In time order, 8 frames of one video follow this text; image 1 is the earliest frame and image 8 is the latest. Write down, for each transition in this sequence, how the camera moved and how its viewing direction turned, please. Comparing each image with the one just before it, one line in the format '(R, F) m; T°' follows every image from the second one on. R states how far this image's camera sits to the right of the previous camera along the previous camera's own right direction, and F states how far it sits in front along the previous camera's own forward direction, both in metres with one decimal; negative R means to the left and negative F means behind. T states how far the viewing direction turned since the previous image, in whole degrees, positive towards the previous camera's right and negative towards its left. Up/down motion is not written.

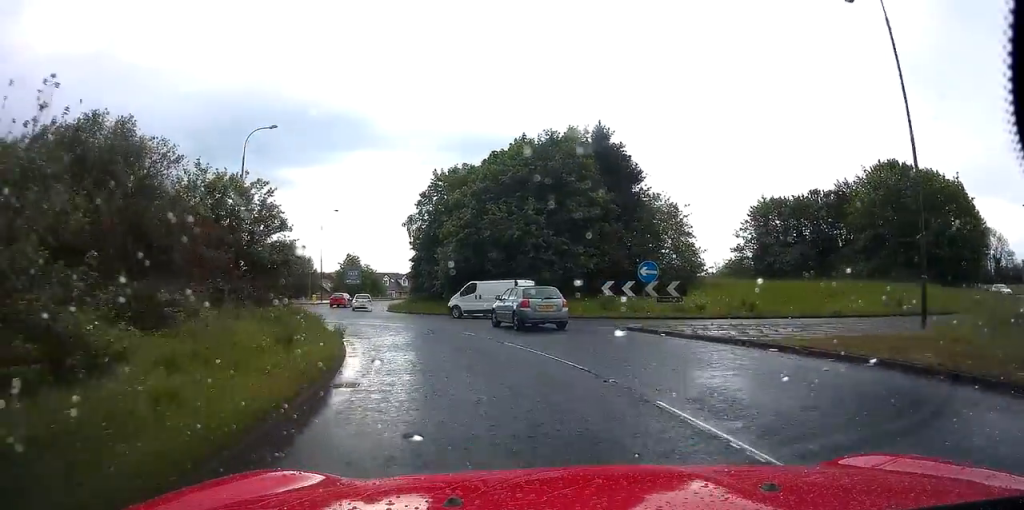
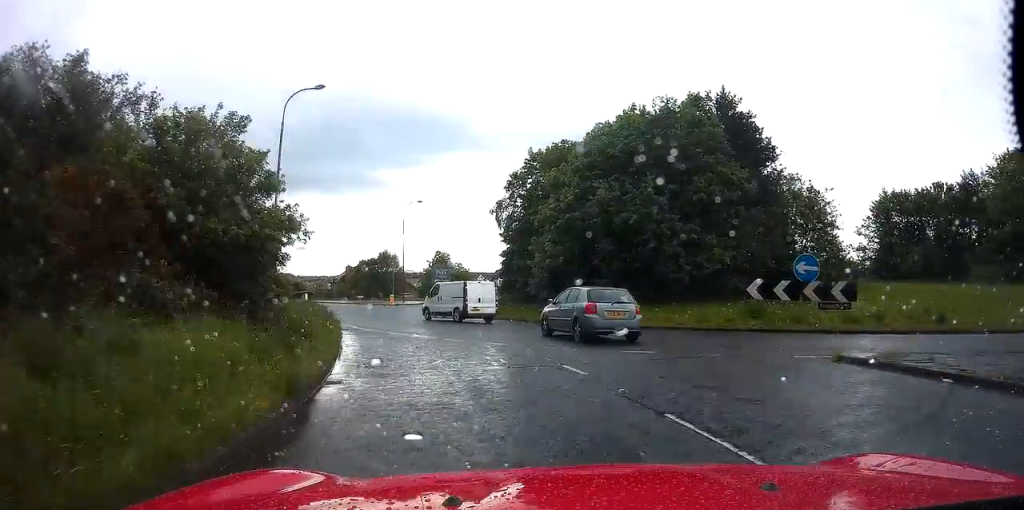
(-1.4, +7.9) m; -15°
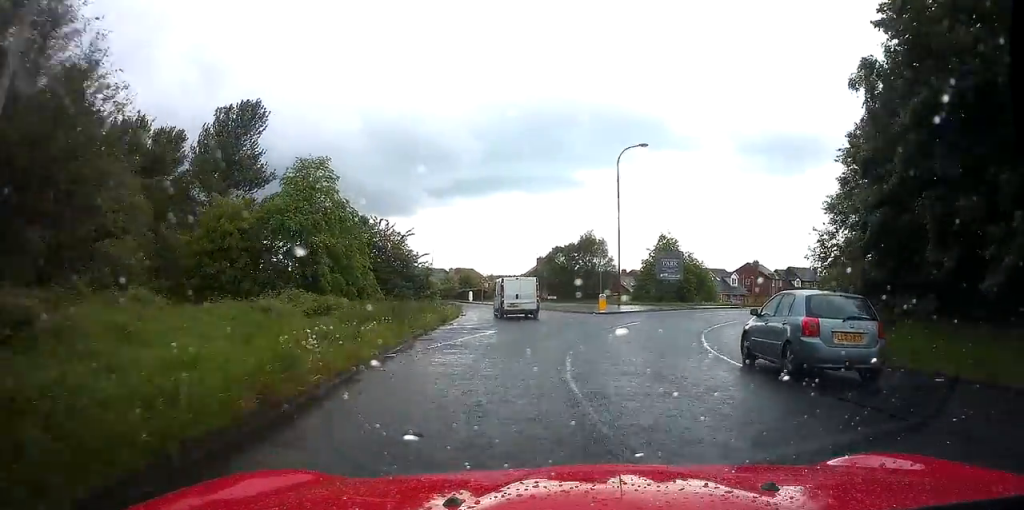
(-3.3, +23.9) m; -9°
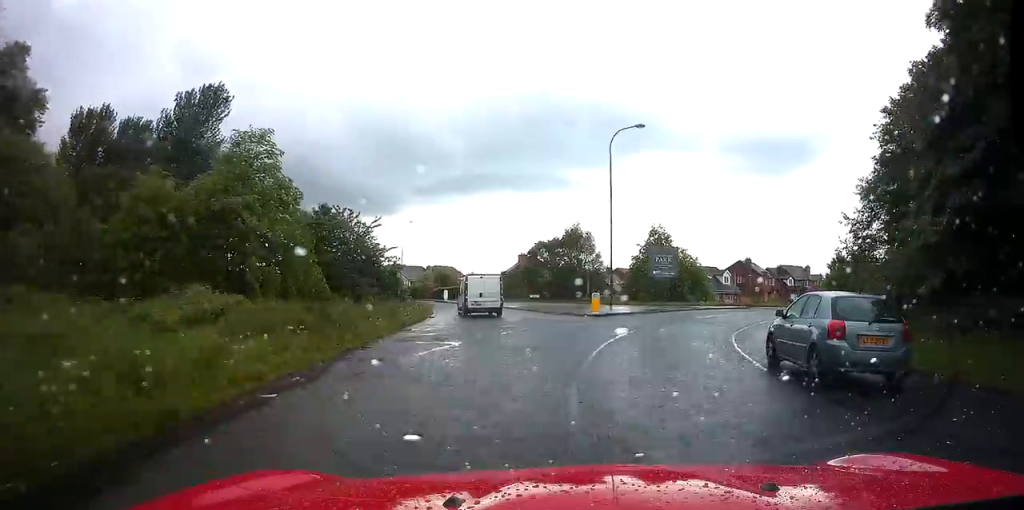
(-0.1, +4.5) m; +1°
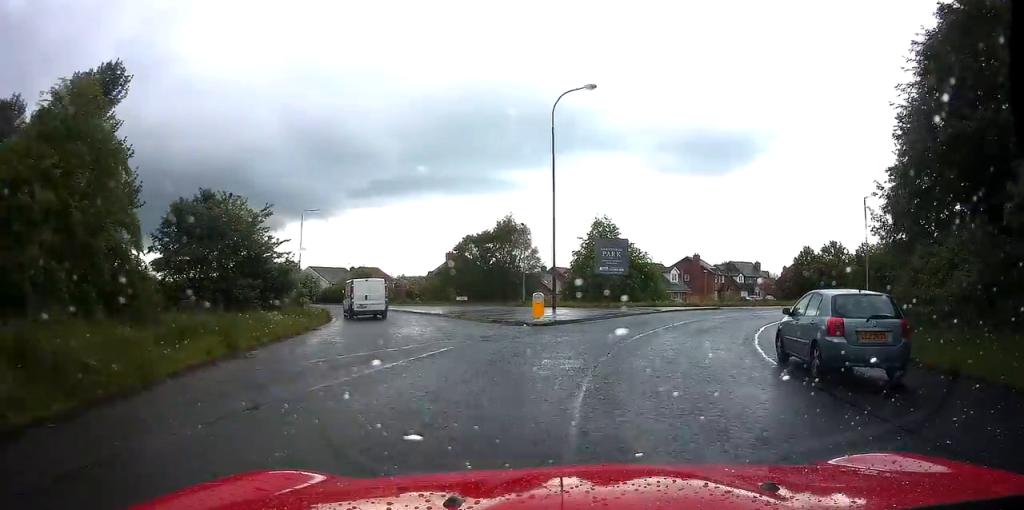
(+0.2, +7.2) m; +7°
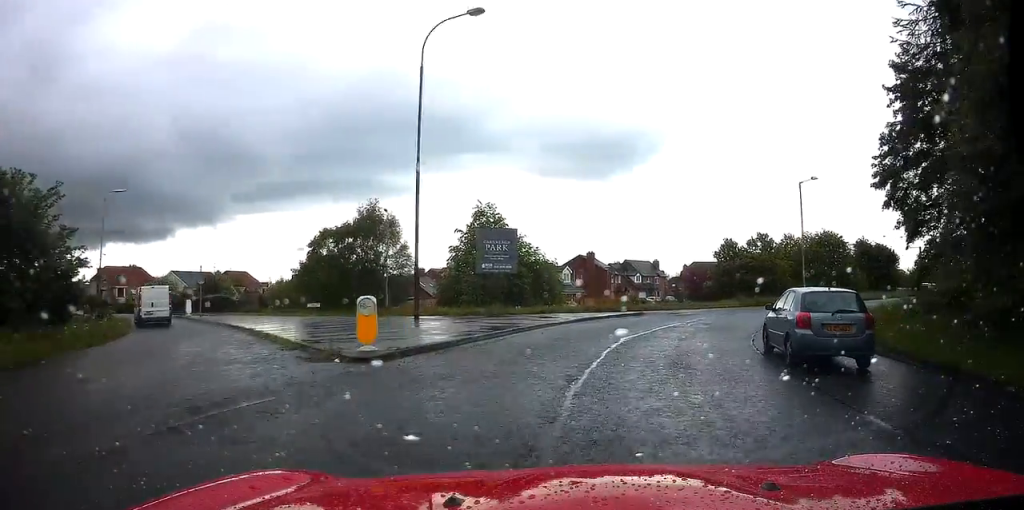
(+0.9, +8.6) m; +11°
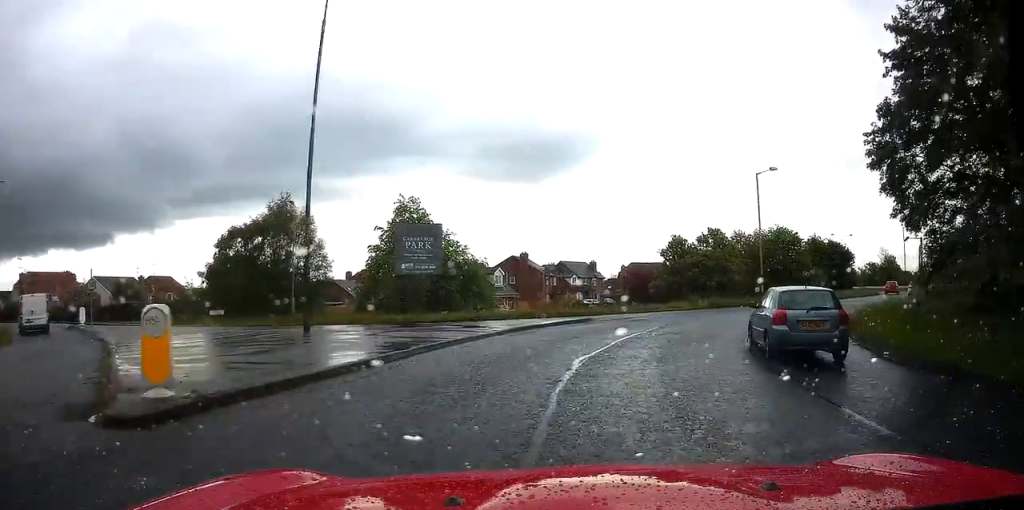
(0.0, +4.4) m; +6°
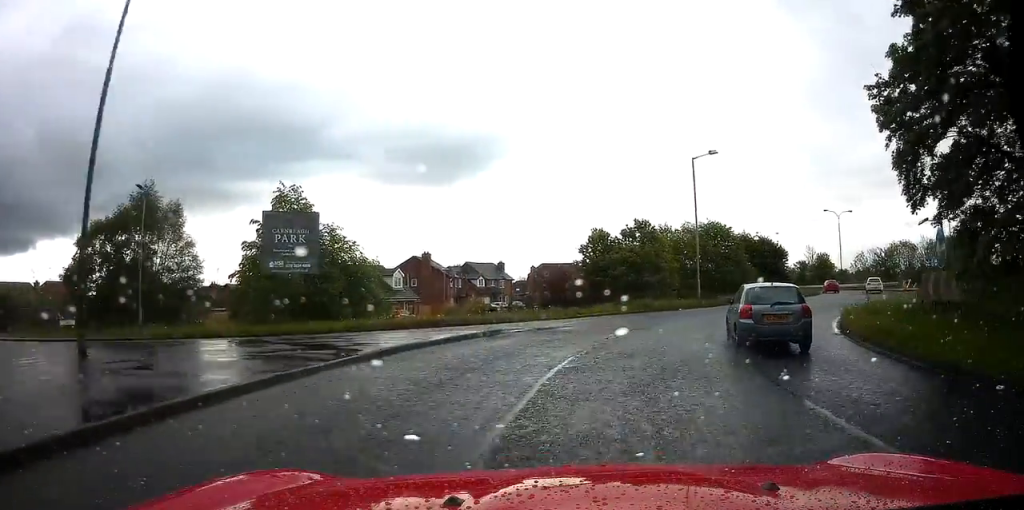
(+0.6, +6.0) m; +7°
